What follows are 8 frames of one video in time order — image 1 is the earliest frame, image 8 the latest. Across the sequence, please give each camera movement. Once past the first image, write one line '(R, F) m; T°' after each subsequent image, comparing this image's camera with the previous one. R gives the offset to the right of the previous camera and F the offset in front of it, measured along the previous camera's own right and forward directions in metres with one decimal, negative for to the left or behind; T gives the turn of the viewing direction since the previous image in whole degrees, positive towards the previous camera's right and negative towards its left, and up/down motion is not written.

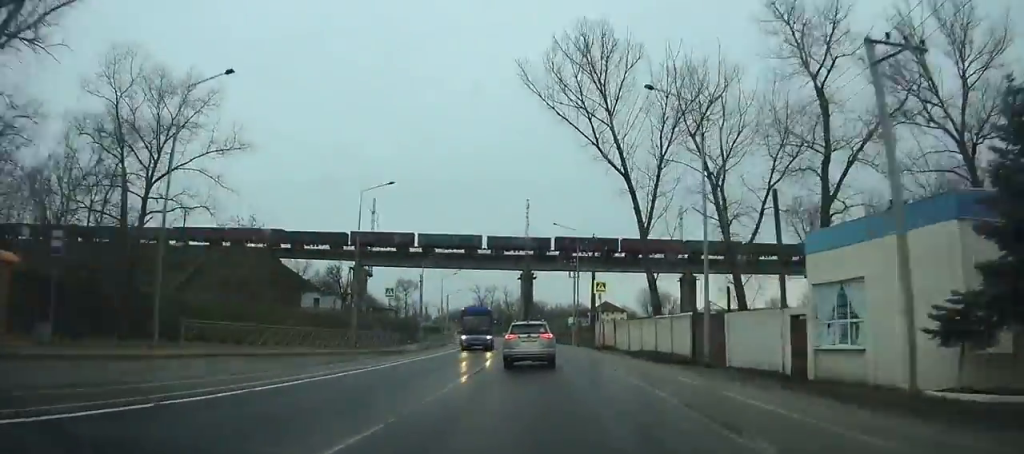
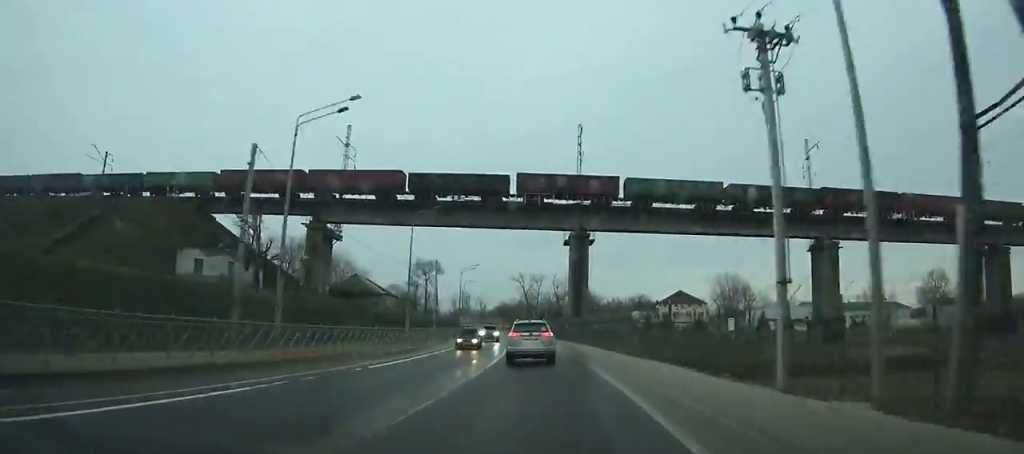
(-1.4, +45.4) m; -3°
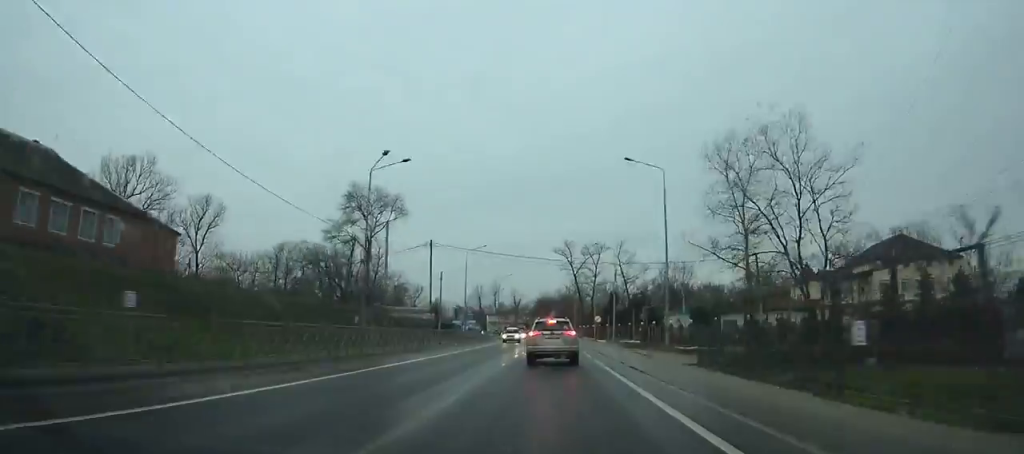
(-3.4, +85.6) m; -3°
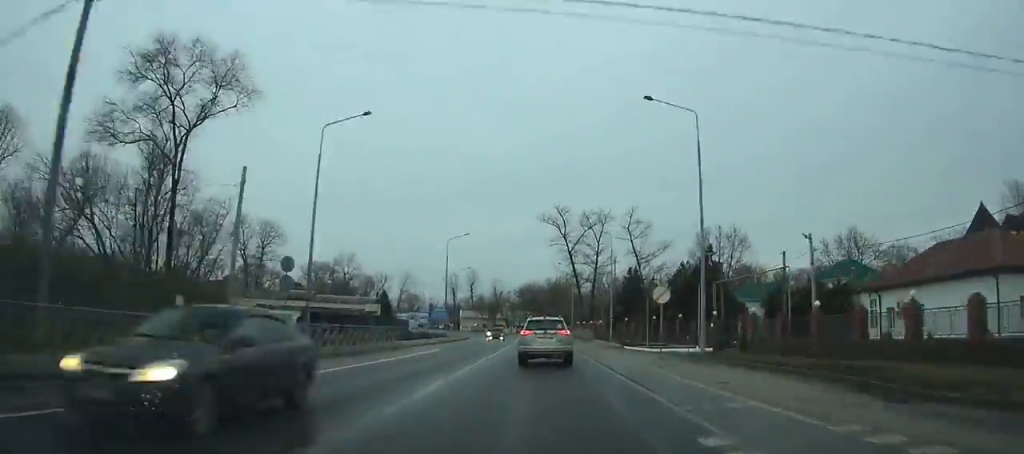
(-0.1, +40.7) m; -1°
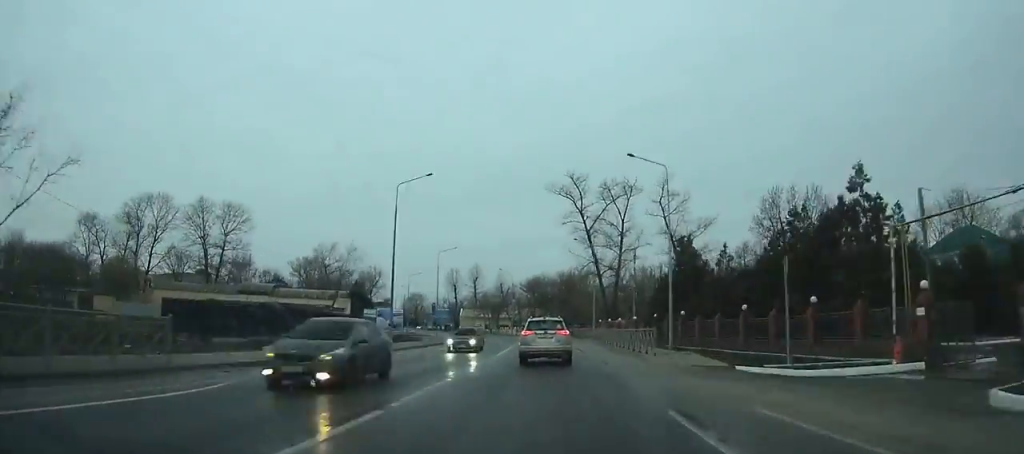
(0.0, +23.4) m; -1°
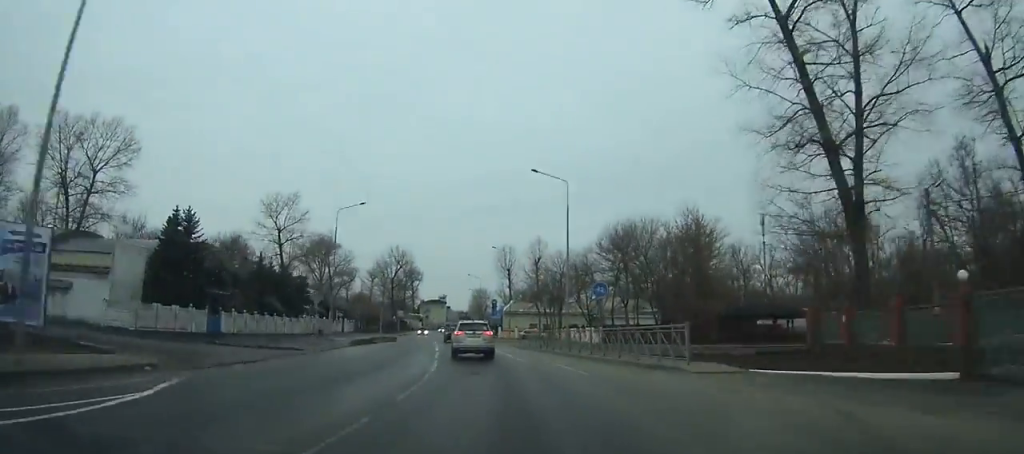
(-4.9, +61.4) m; -11°
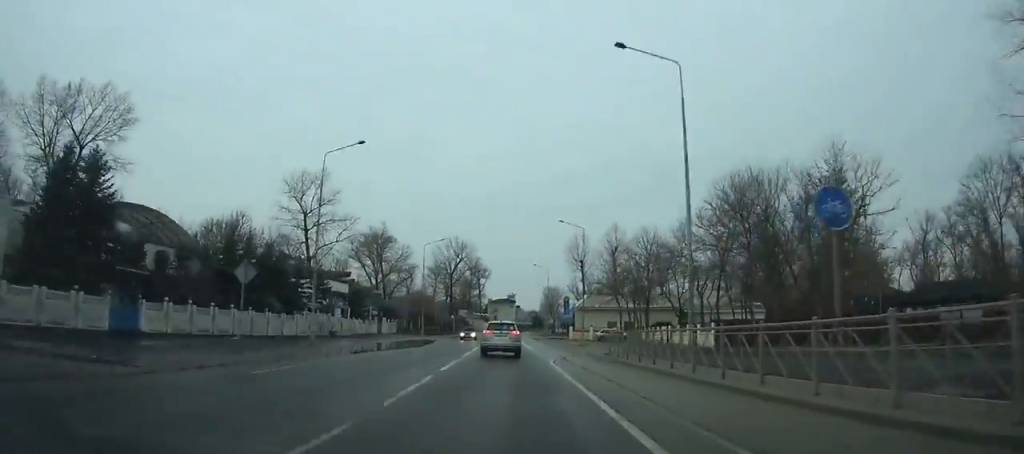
(-1.2, +16.5) m; -3°
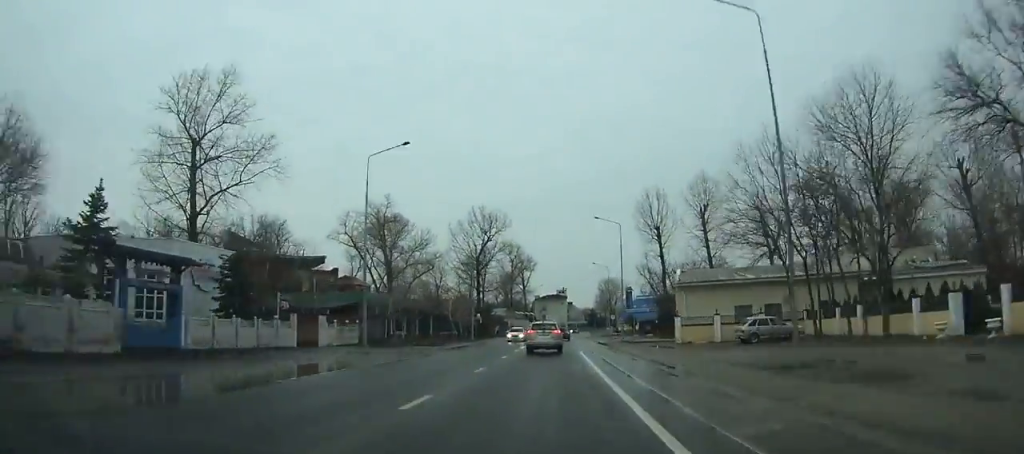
(-1.8, +37.3) m; -3°
